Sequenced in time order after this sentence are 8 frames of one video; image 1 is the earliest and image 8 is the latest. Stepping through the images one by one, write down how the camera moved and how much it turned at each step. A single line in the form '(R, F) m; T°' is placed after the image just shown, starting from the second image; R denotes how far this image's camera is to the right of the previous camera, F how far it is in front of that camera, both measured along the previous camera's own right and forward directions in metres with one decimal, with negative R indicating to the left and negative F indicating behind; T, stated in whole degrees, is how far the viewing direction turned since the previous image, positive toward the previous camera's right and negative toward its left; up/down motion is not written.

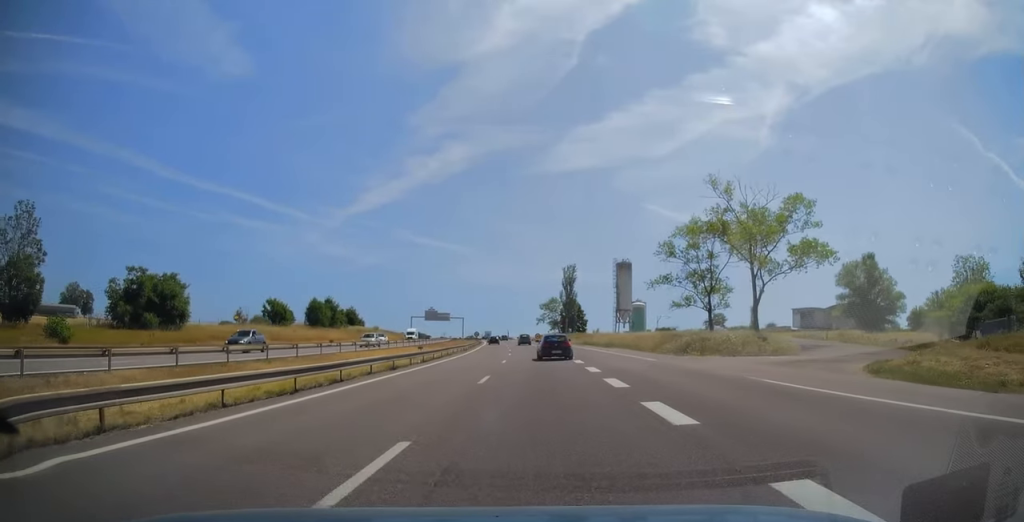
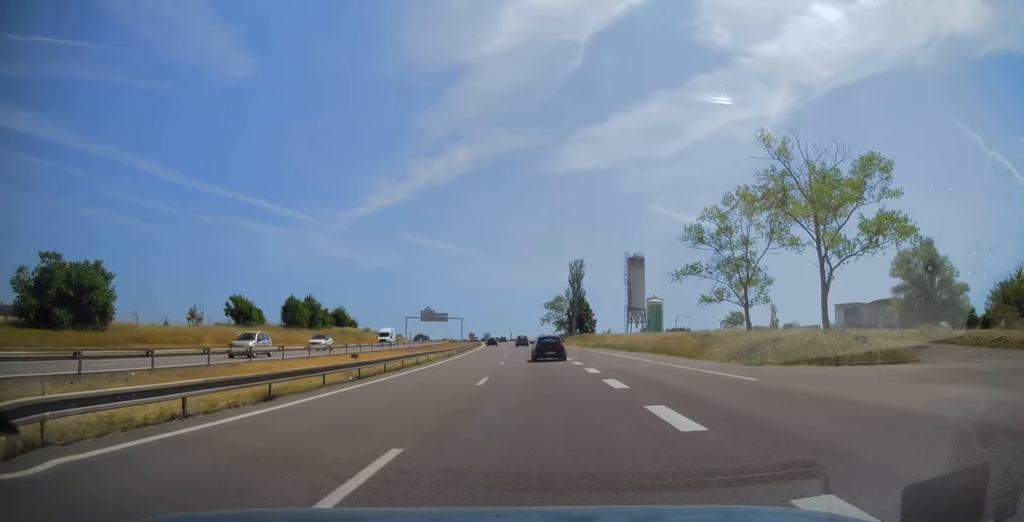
(-0.1, +13.5) m; 0°
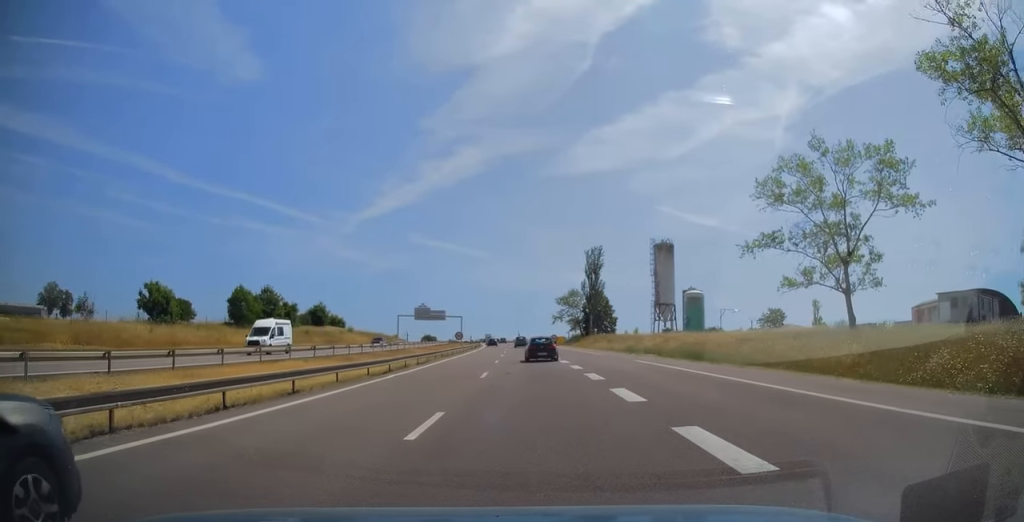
(0.0, +22.3) m; 0°
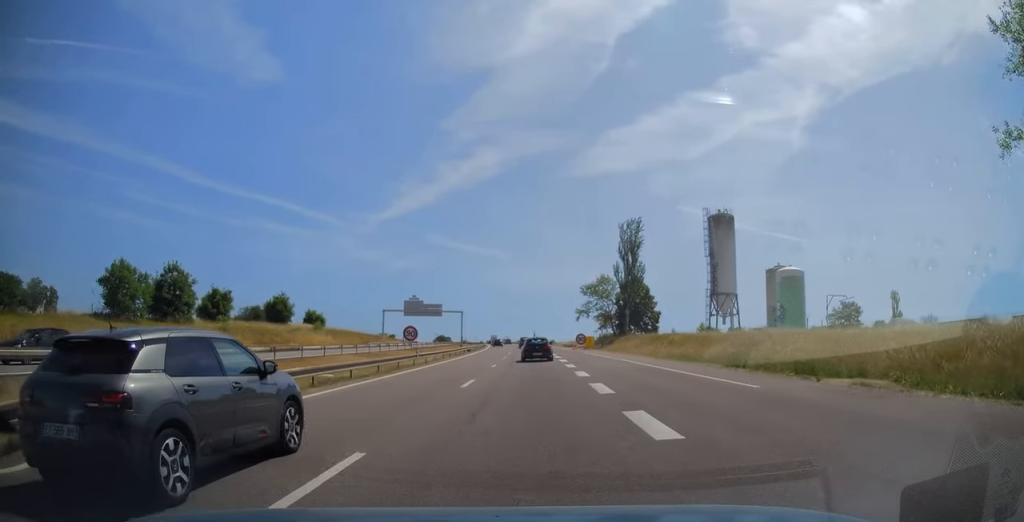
(-0.4, +30.1) m; -2°
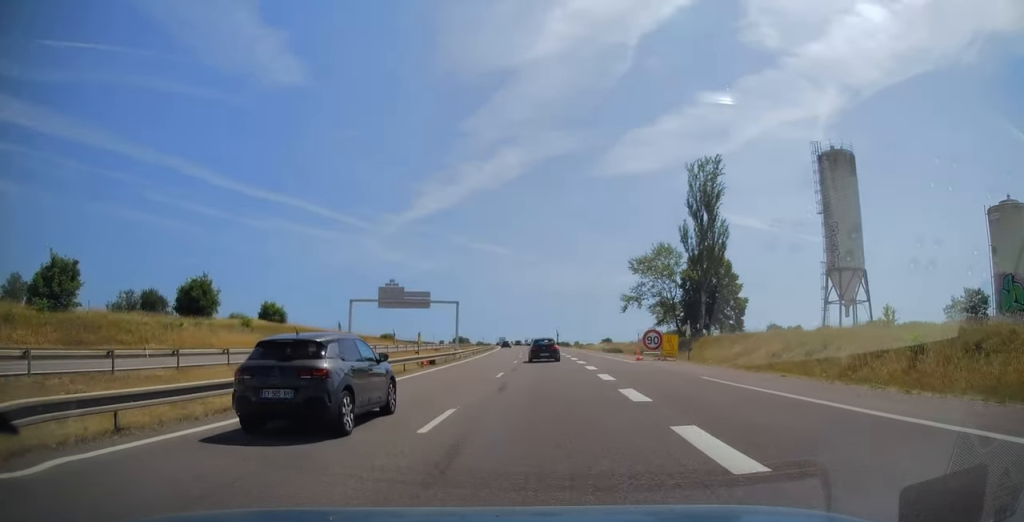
(-0.9, +34.2) m; -1°
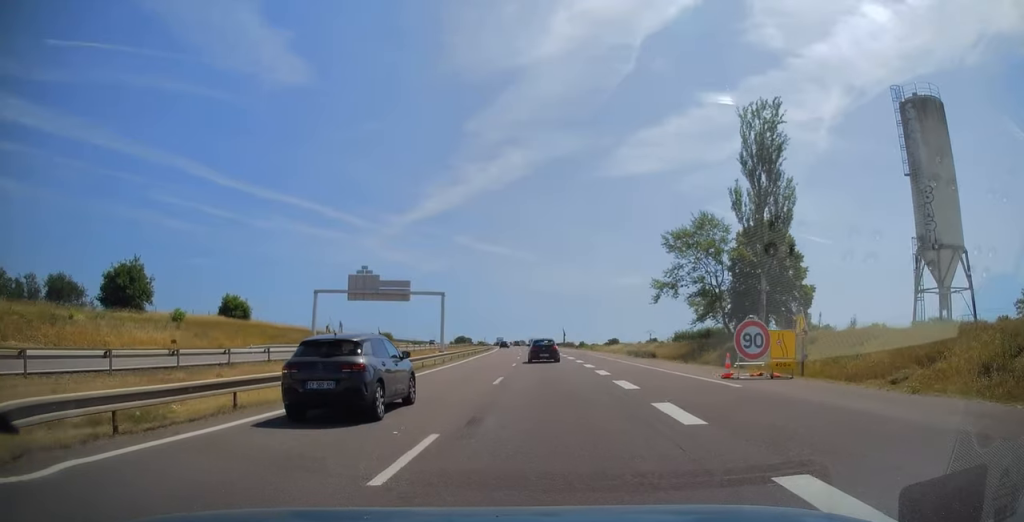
(+0.2, +16.3) m; -1°
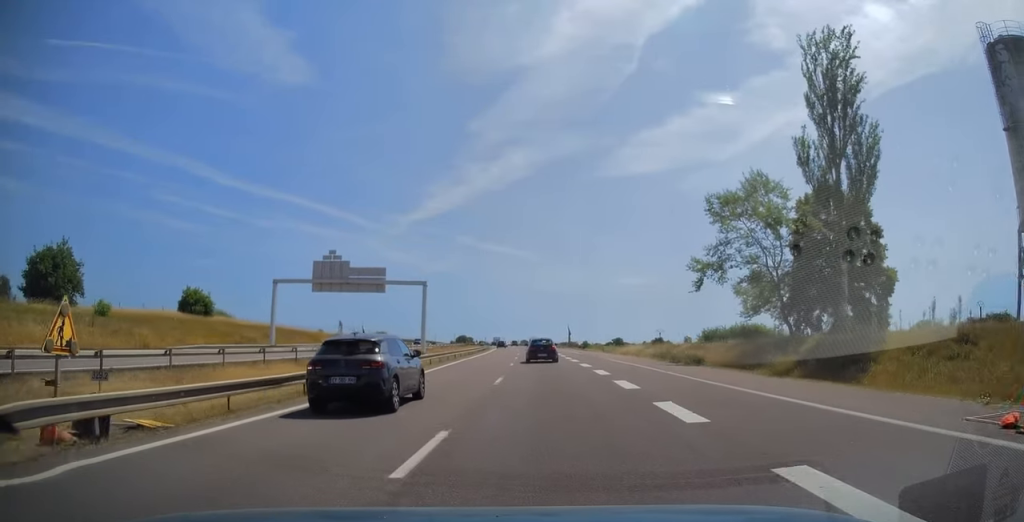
(+0.3, +12.6) m; -1°
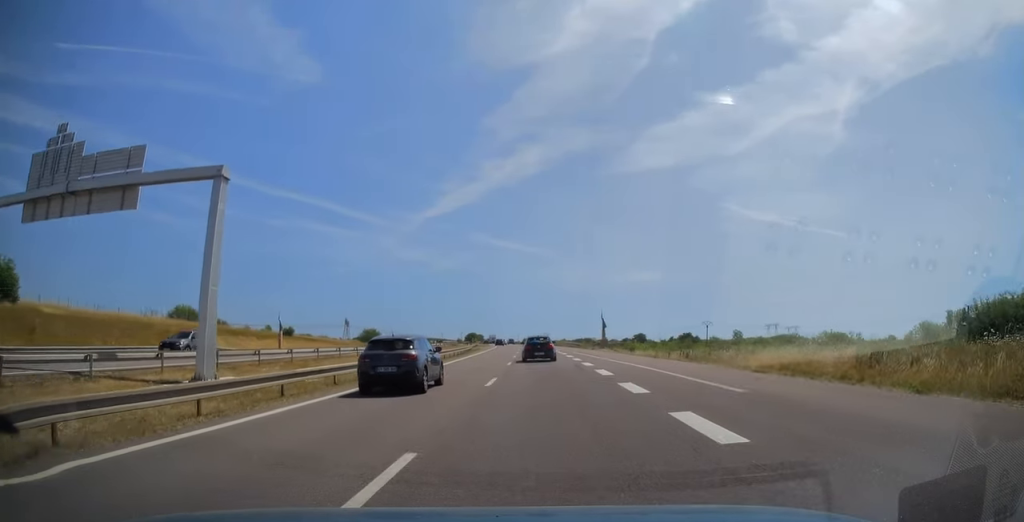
(-0.8, +40.8) m; -1°
